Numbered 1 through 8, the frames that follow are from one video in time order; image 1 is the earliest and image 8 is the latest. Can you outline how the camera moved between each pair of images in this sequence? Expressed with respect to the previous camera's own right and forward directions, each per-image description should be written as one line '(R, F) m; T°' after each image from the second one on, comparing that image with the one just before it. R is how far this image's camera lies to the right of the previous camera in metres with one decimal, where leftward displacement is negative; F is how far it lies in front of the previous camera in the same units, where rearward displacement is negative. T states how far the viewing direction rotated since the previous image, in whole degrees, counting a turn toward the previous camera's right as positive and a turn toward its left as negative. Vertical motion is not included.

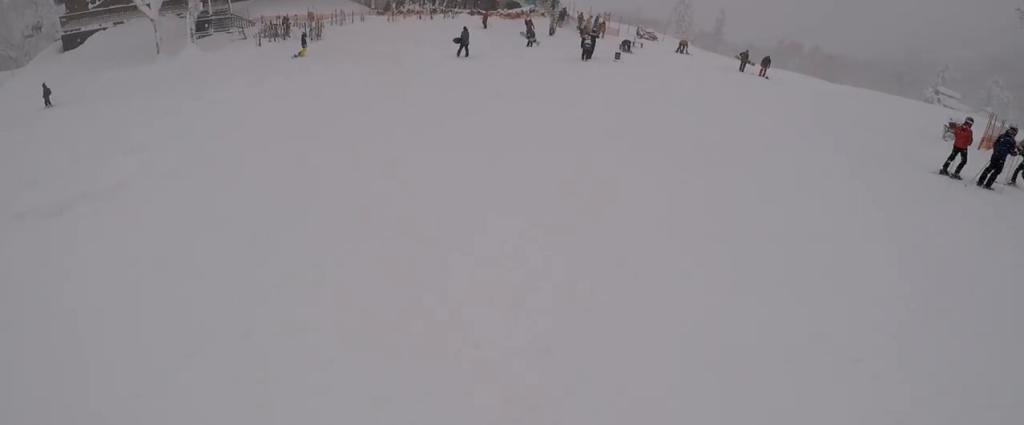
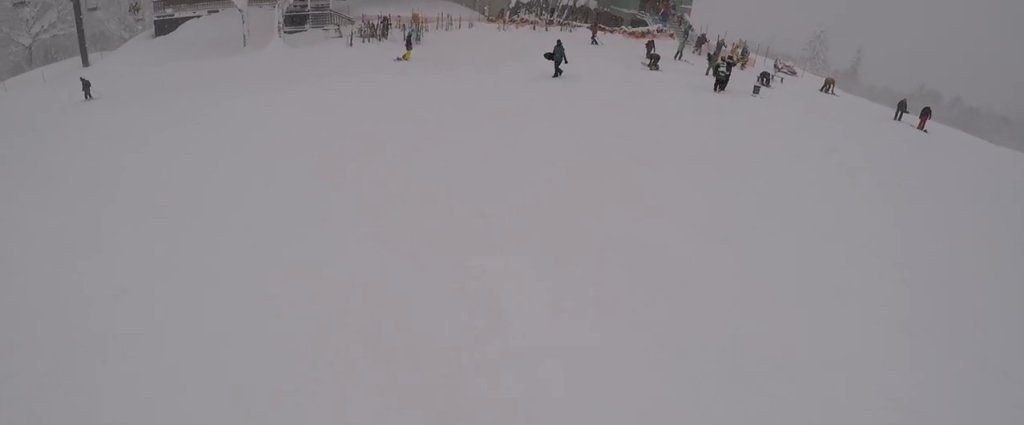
(-0.5, +4.4) m; -8°
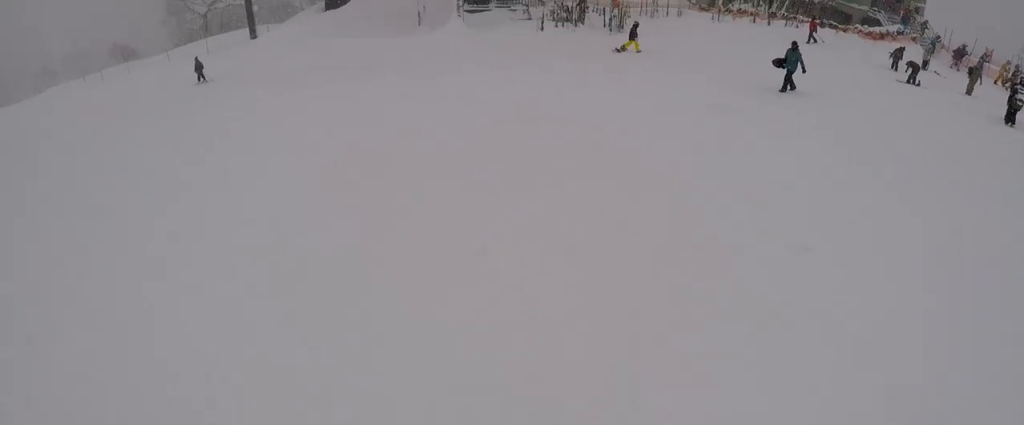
(-0.3, +5.8) m; -17°
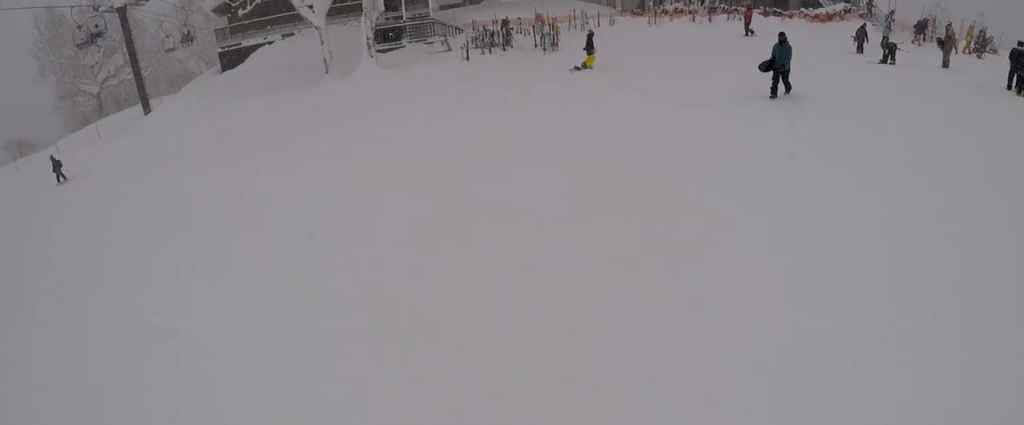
(-0.9, +3.9) m; -9°
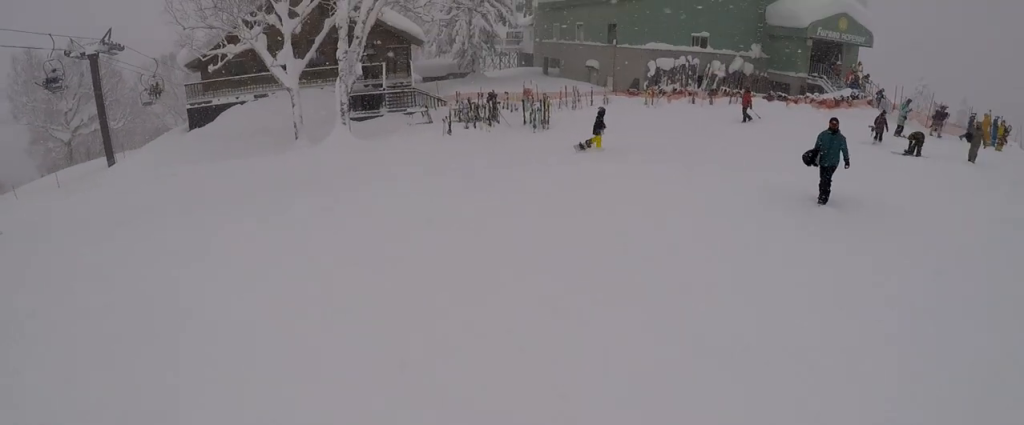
(-0.3, +2.8) m; -4°
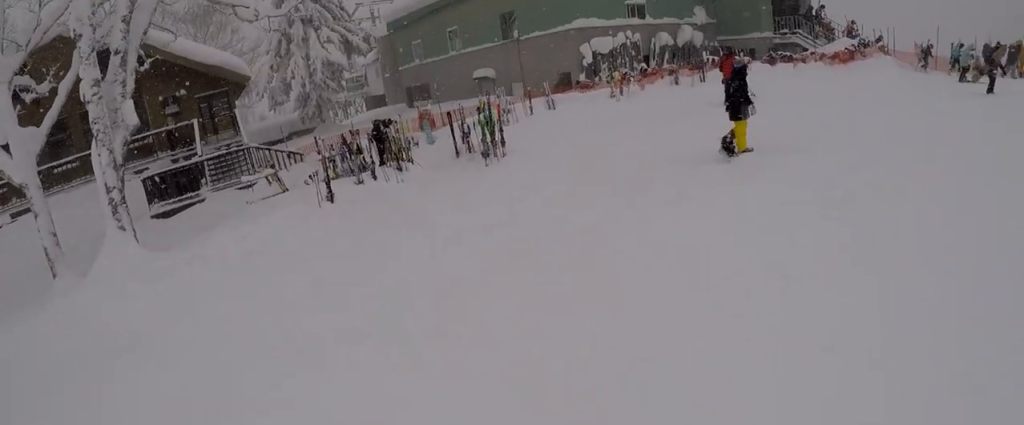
(+2.2, +10.6) m; +11°
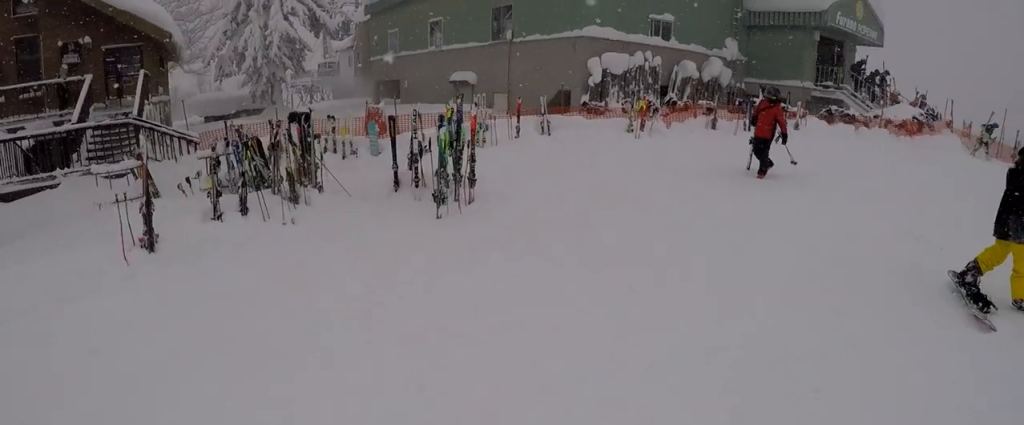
(-0.7, +5.5) m; +4°
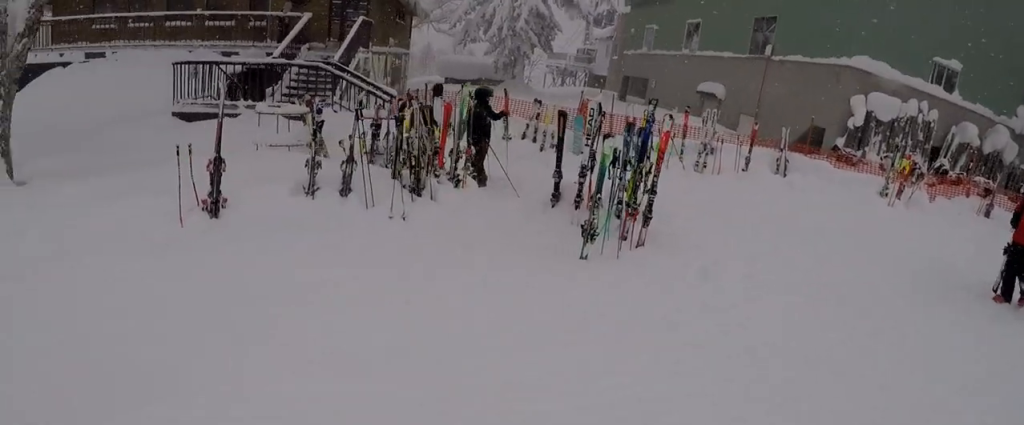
(+0.6, +2.5) m; +7°
